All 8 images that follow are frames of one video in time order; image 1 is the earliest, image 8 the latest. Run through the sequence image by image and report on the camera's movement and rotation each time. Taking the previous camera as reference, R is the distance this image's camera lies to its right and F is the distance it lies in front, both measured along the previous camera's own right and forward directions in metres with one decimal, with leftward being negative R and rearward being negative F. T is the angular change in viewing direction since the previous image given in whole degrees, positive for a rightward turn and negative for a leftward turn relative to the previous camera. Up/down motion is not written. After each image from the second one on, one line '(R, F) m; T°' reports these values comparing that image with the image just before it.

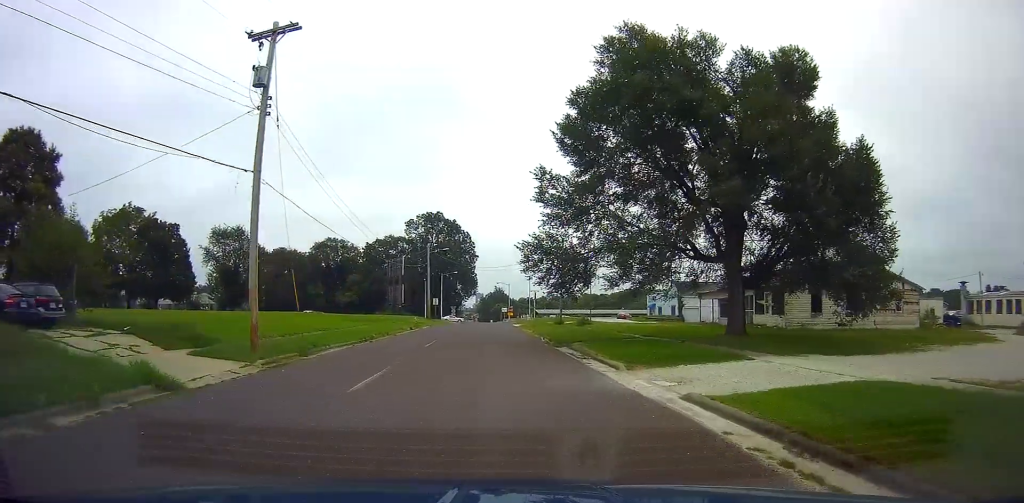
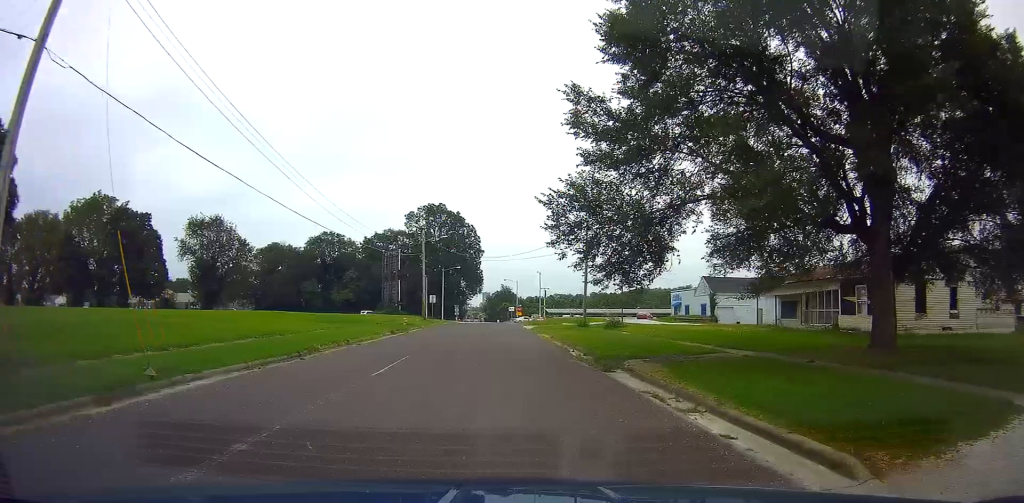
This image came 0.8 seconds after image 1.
(+0.1, +10.5) m; +1°
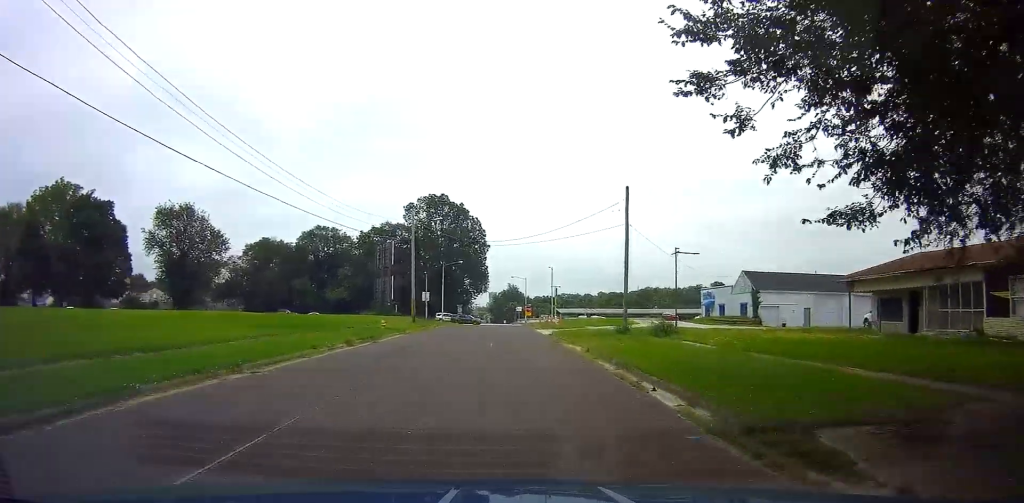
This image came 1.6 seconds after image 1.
(0.0, +11.2) m; +1°
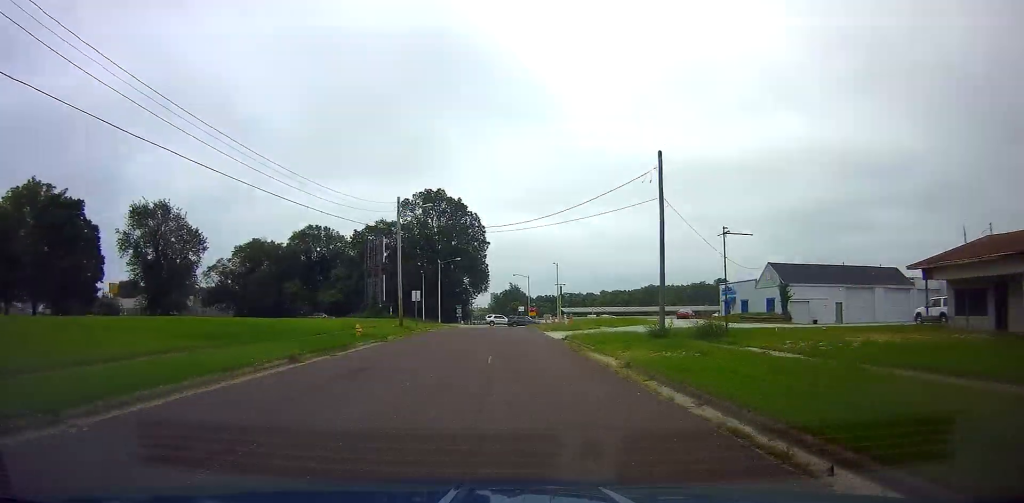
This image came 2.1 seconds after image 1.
(+0.1, +6.5) m; 0°
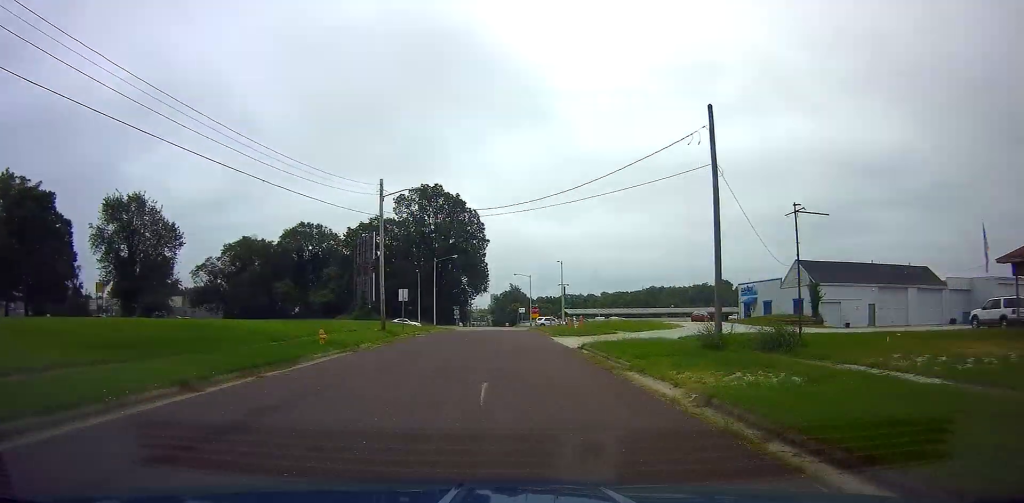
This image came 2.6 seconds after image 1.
(+0.1, +6.1) m; 0°
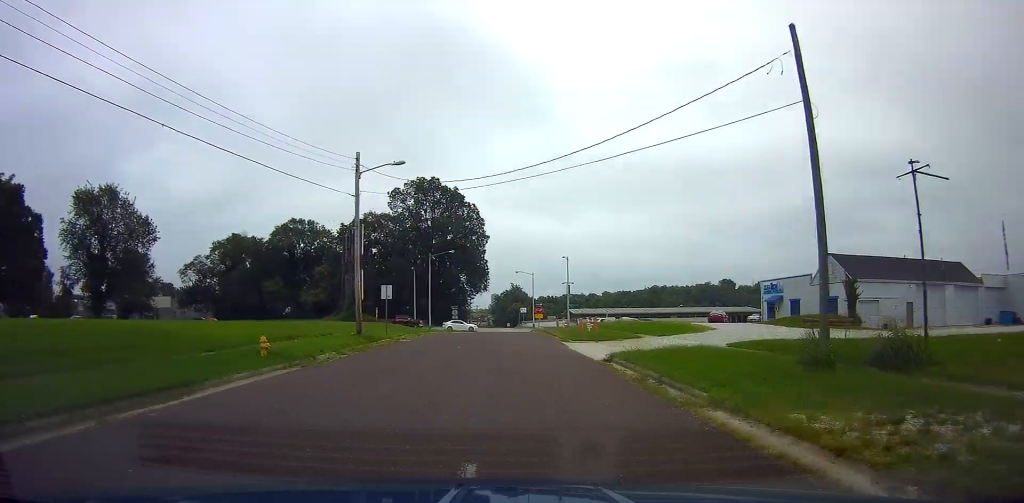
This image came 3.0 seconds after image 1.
(0.0, +5.9) m; 0°
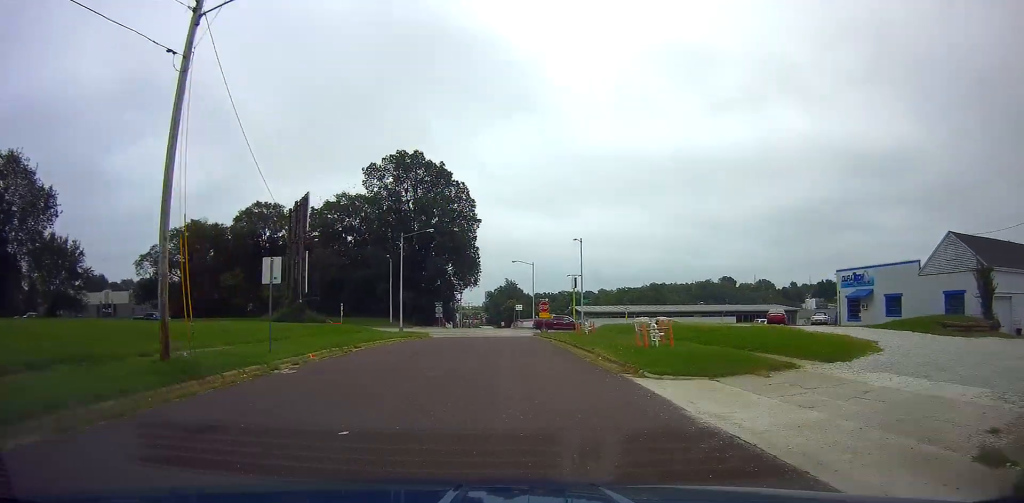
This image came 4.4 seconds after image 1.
(0.0, +16.2) m; +1°
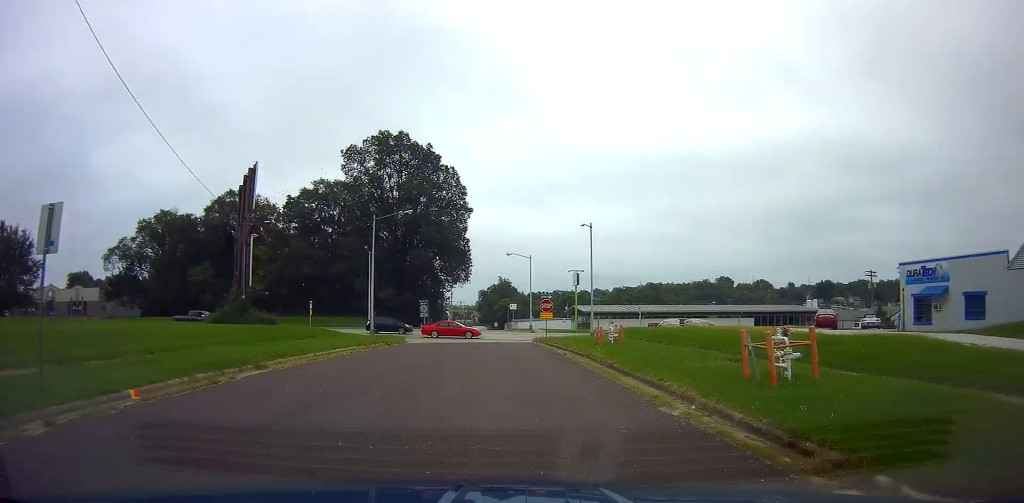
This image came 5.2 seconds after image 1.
(+0.2, +9.3) m; +3°
